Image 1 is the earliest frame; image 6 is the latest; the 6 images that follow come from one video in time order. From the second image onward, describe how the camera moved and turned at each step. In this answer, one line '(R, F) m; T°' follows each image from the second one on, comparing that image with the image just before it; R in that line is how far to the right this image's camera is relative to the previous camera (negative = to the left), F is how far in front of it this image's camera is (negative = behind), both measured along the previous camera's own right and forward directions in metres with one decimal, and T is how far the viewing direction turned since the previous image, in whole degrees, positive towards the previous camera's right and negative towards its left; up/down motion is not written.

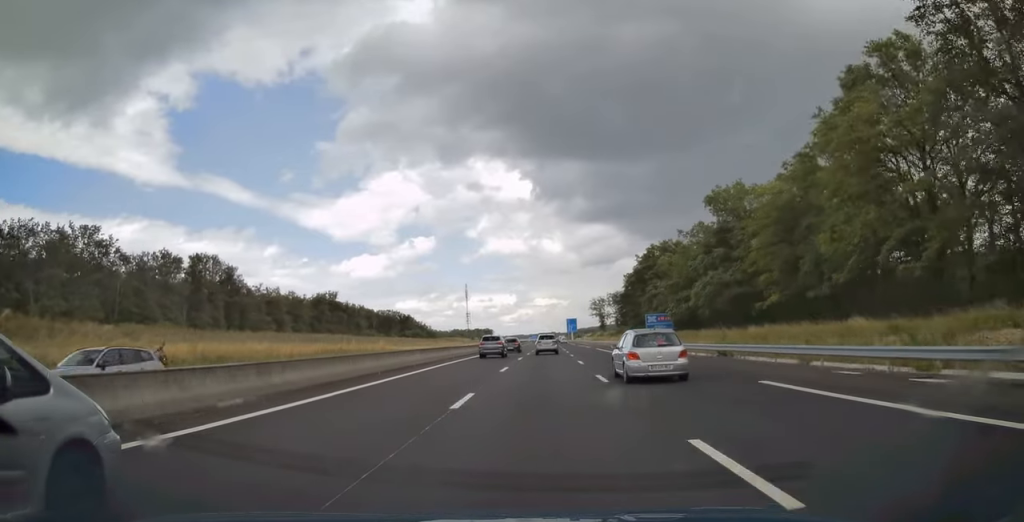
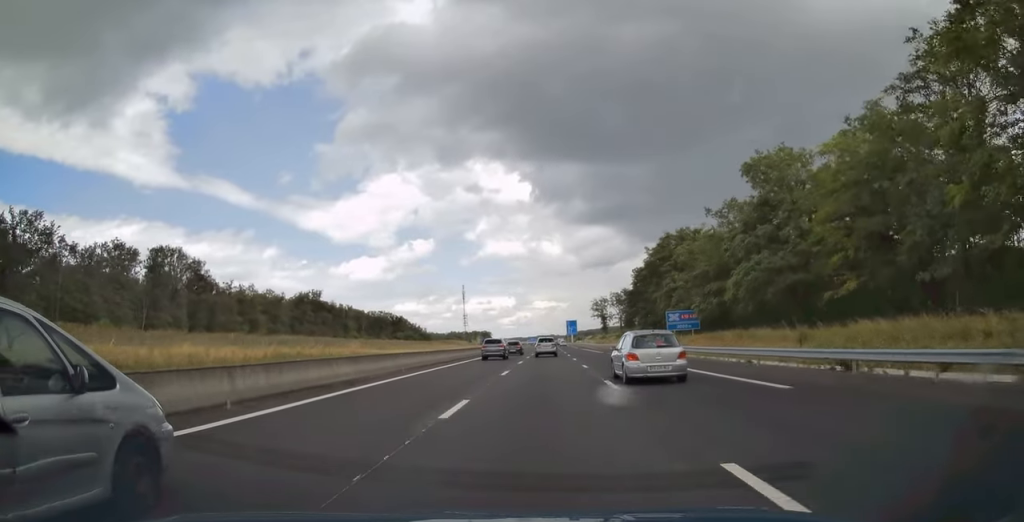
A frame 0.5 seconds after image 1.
(0.0, +13.6) m; 0°
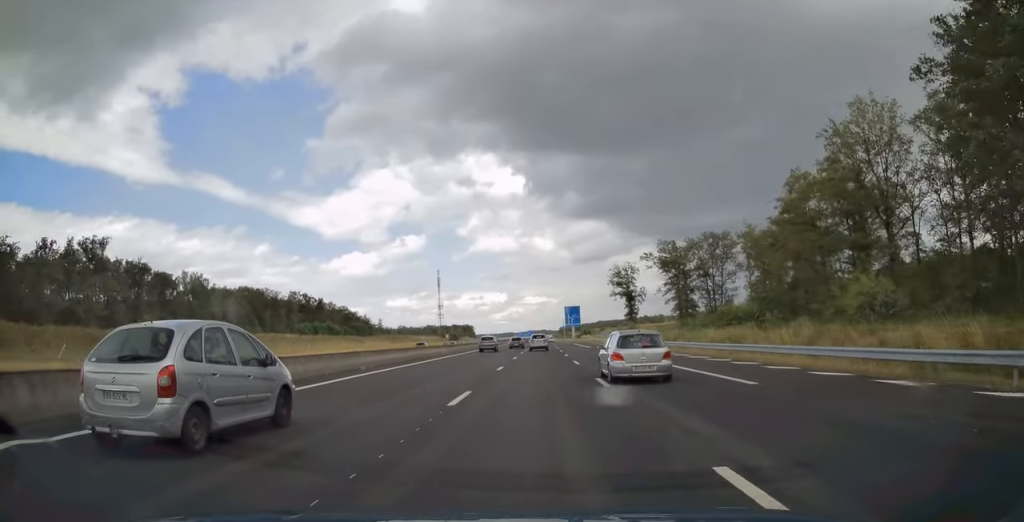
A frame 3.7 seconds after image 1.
(+1.0, +107.4) m; +1°
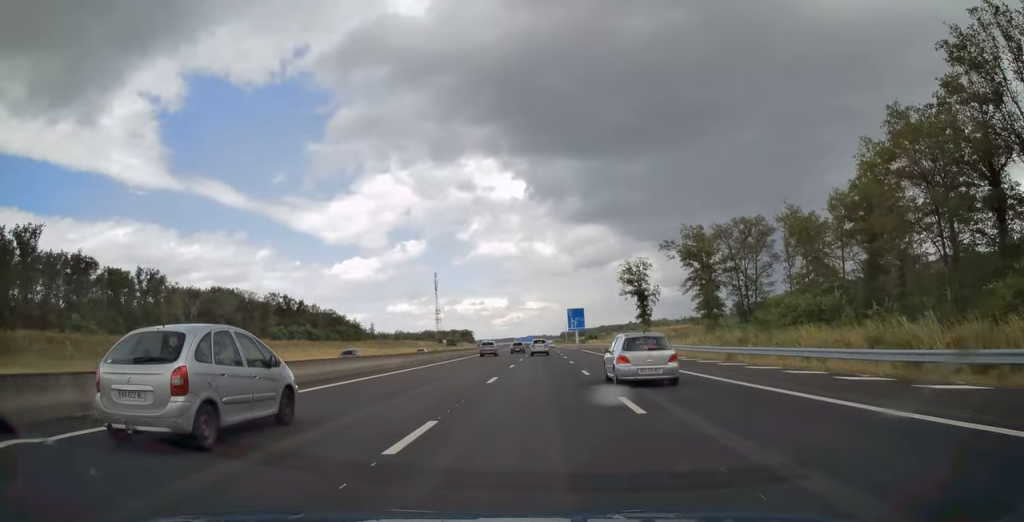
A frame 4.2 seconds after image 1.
(+0.1, +18.8) m; 0°
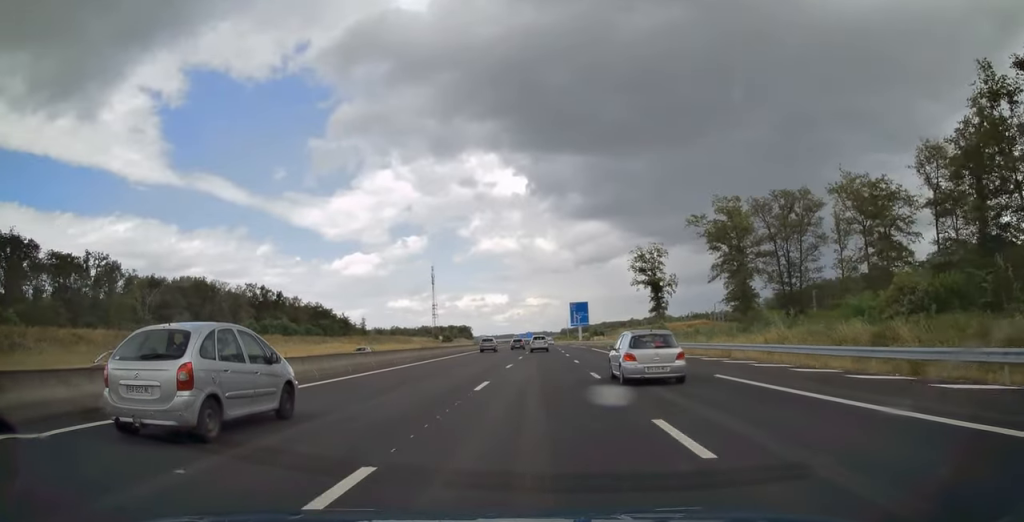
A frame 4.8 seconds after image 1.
(0.0, +17.4) m; 0°
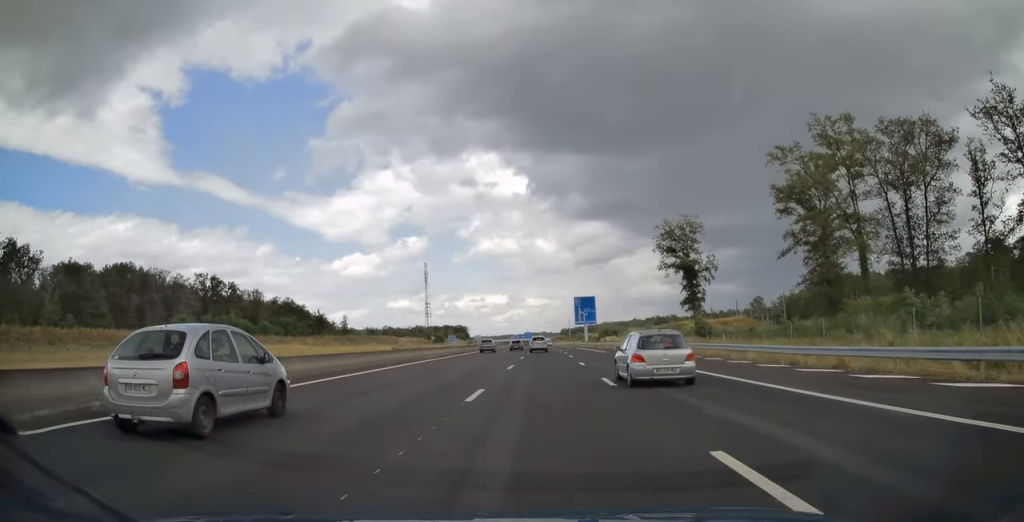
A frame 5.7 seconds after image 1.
(-0.1, +29.0) m; 0°
